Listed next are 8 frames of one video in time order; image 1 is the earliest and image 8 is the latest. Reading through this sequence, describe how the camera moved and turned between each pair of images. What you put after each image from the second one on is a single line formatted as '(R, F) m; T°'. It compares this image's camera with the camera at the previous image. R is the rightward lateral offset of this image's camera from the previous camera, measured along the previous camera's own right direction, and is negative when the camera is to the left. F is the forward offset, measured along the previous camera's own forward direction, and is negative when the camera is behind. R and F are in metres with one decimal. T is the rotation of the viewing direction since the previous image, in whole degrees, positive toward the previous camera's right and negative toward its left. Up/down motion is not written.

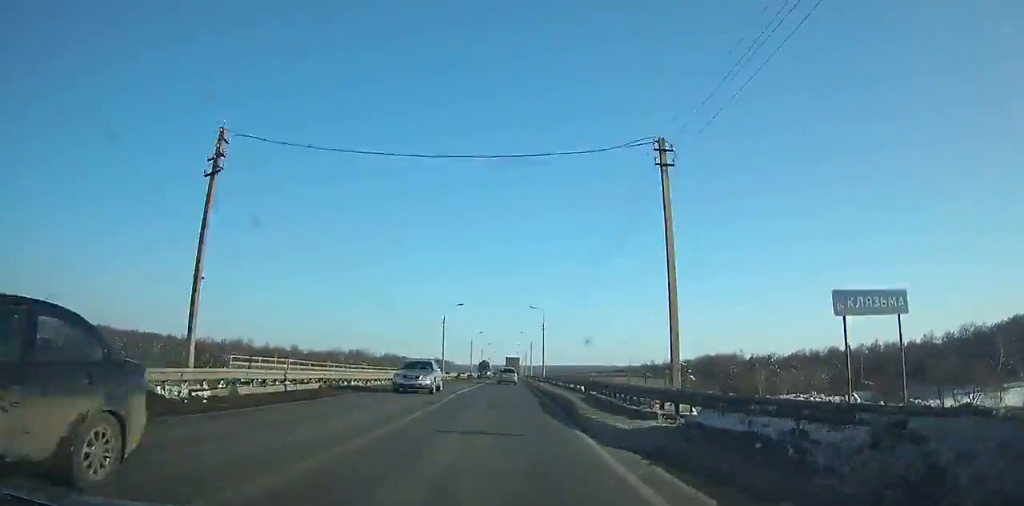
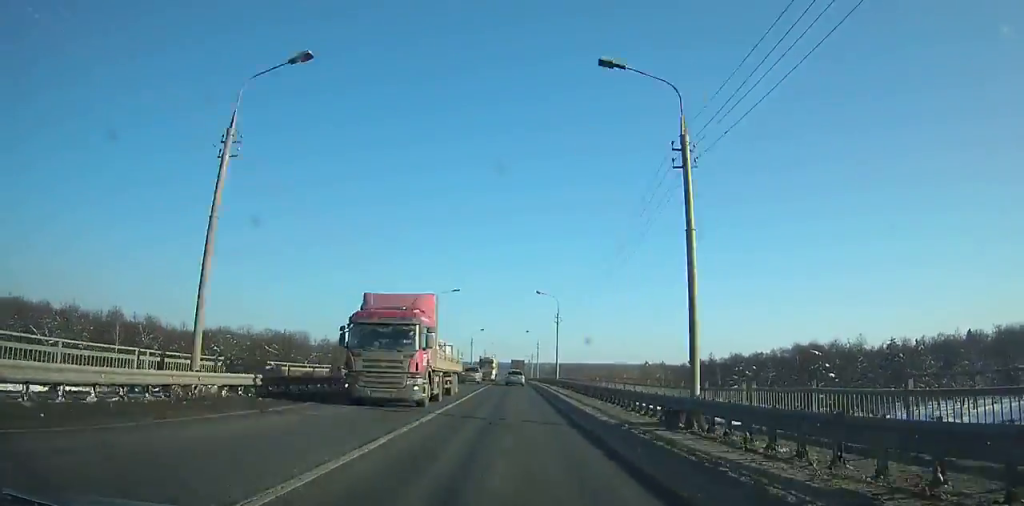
(+0.2, +115.9) m; 0°
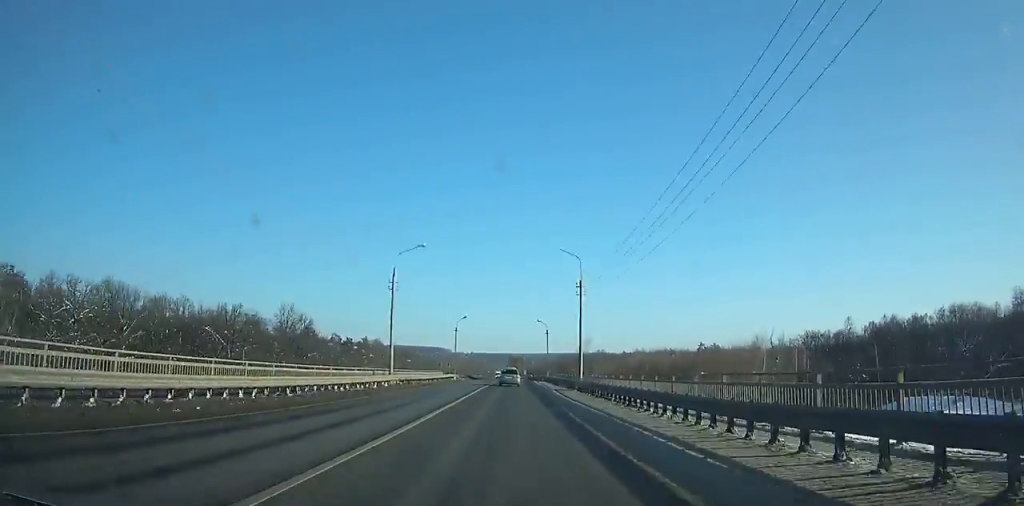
(+0.4, +121.6) m; 0°
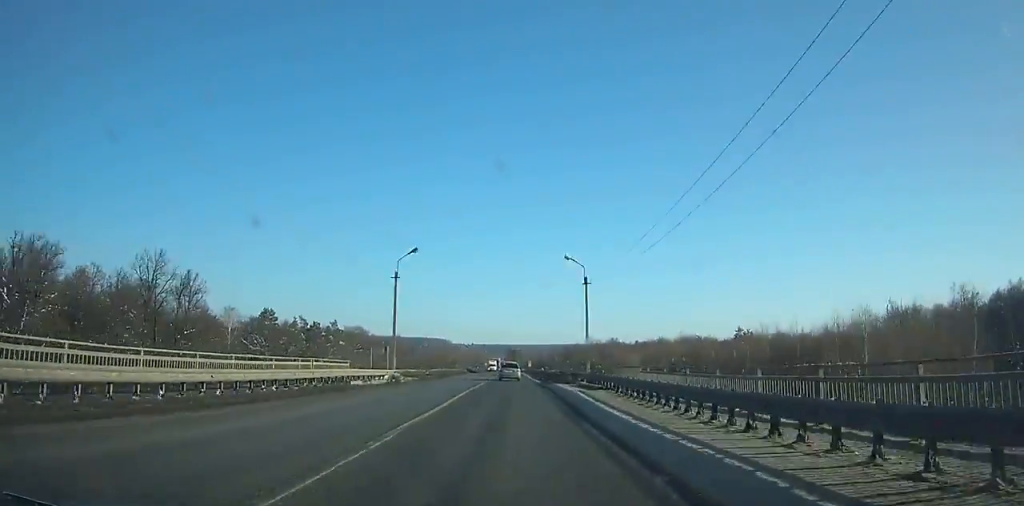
(-0.2, +46.2) m; 0°
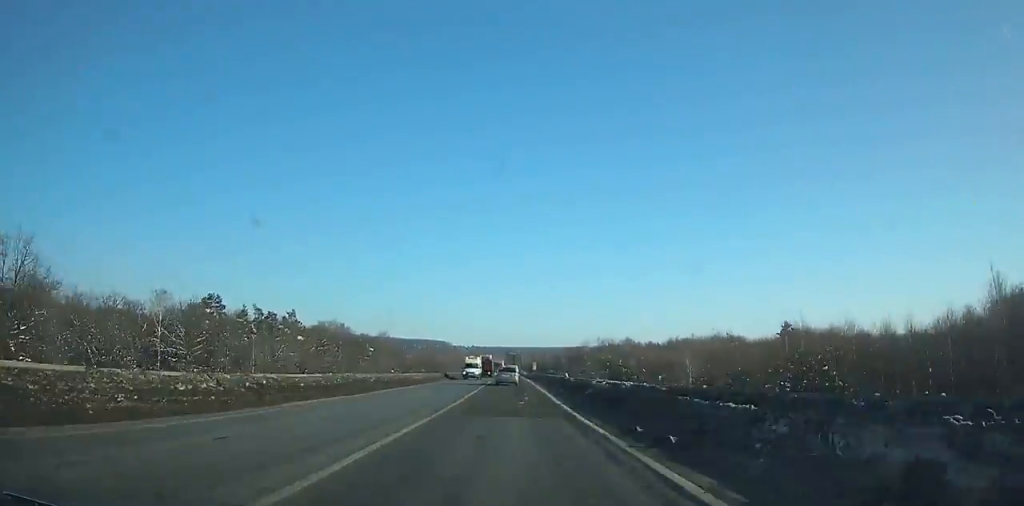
(0.0, +41.1) m; 0°
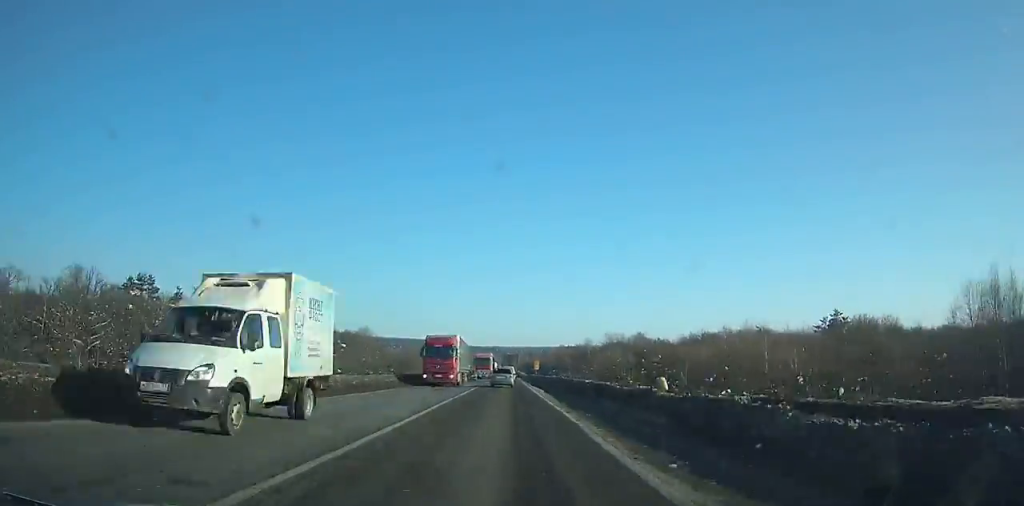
(+0.2, +34.1) m; 0°
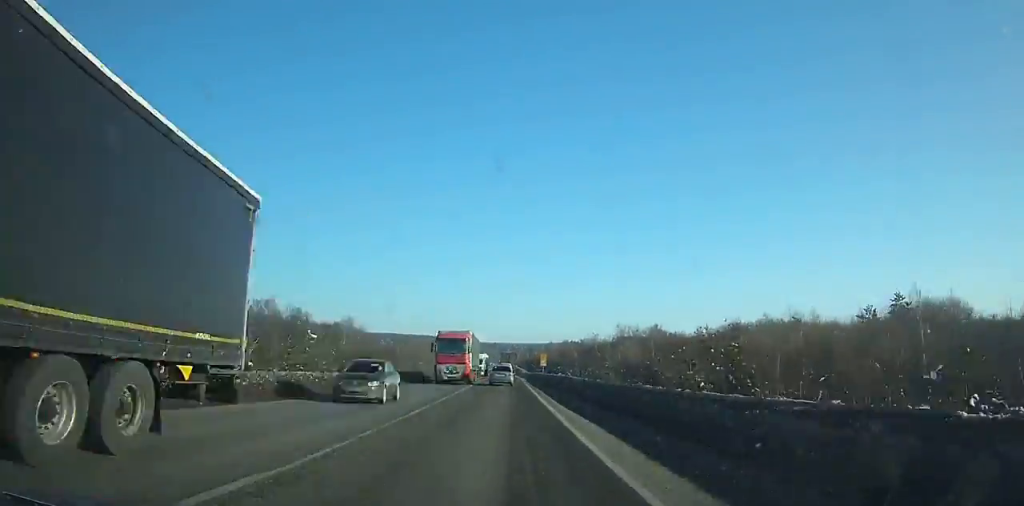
(0.0, +29.0) m; 0°
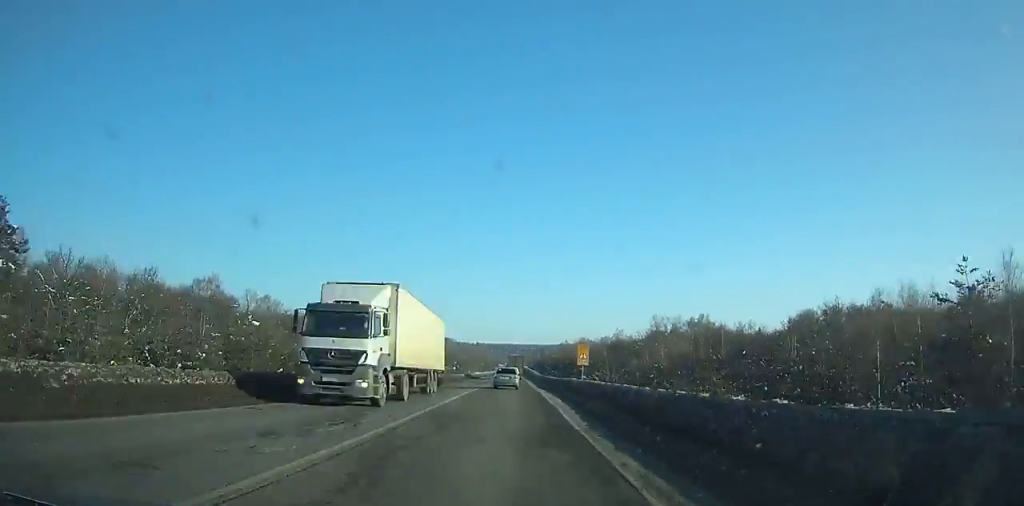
(-0.2, +44.1) m; 0°
